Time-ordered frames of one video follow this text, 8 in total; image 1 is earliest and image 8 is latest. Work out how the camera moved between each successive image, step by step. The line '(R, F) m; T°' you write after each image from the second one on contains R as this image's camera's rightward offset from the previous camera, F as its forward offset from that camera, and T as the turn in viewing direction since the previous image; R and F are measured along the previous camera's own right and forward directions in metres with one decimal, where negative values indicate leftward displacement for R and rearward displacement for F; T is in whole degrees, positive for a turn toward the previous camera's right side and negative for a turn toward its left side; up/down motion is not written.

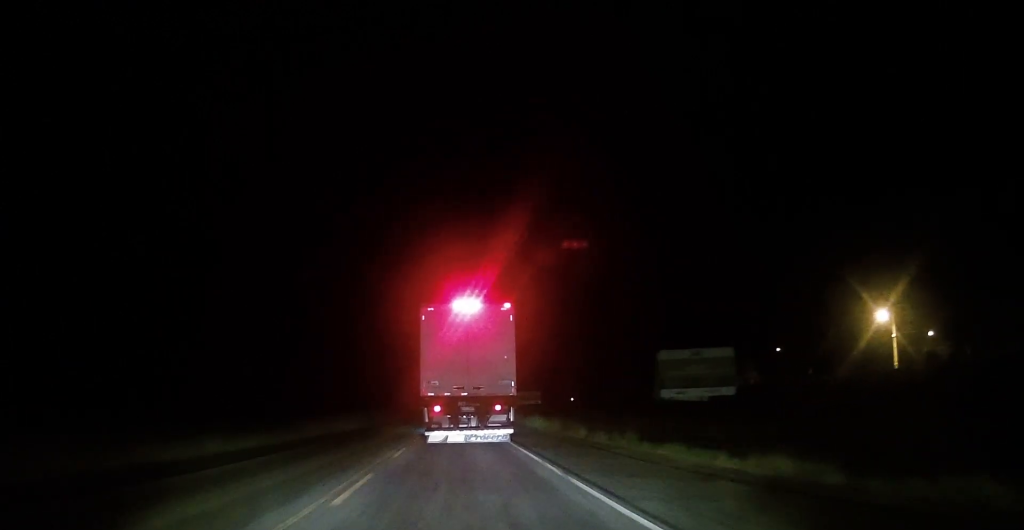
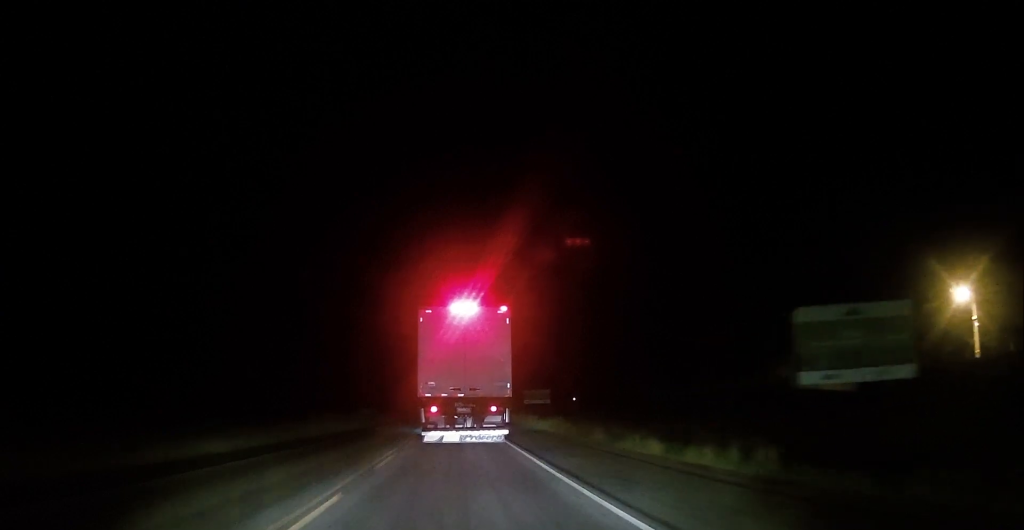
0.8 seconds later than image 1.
(-0.3, +11.0) m; -1°
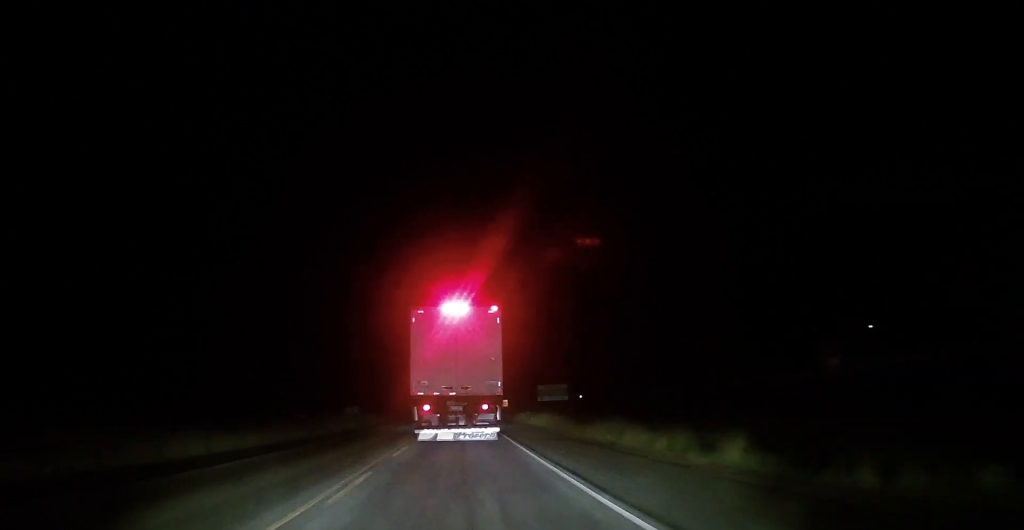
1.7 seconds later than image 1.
(+0.1, +12.9) m; +2°
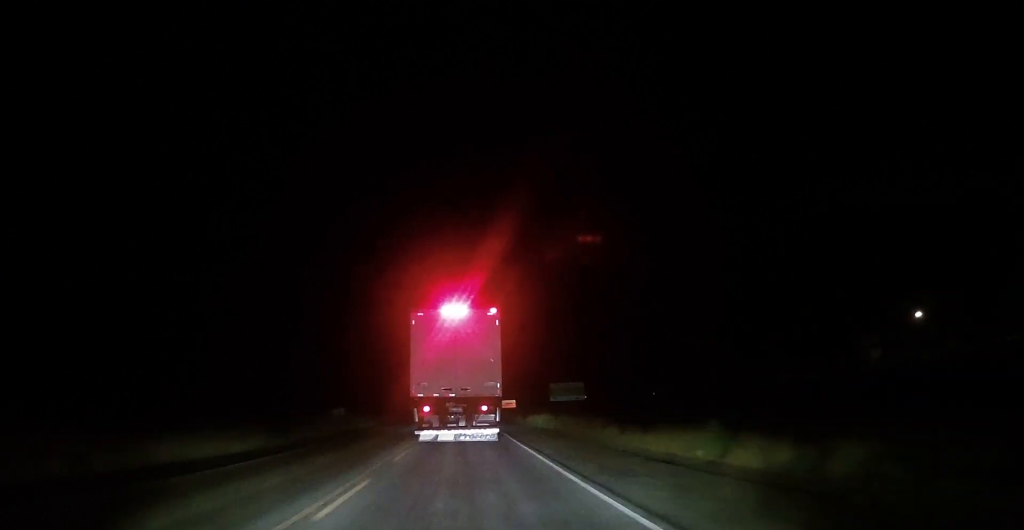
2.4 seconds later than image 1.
(+0.4, +8.9) m; 0°
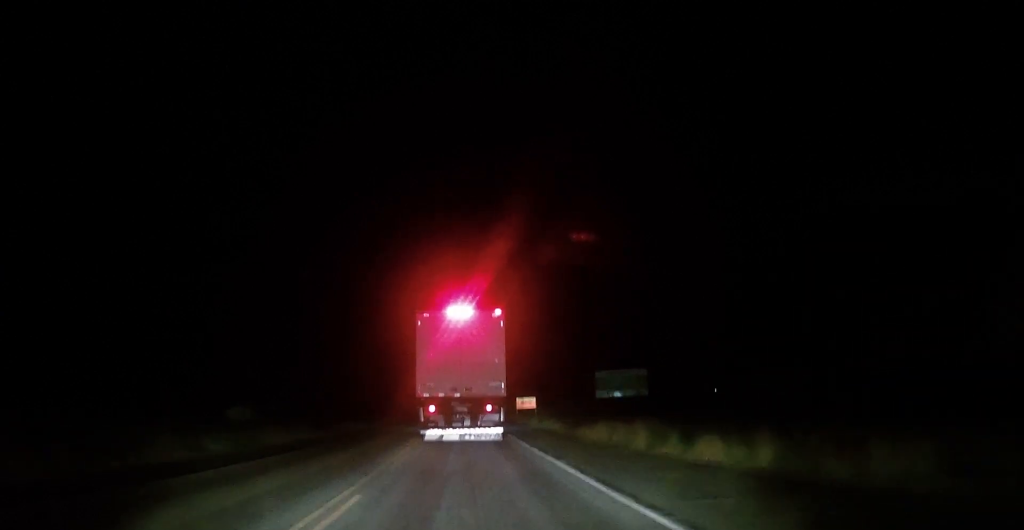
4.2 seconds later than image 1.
(-0.8, +25.8) m; -2°
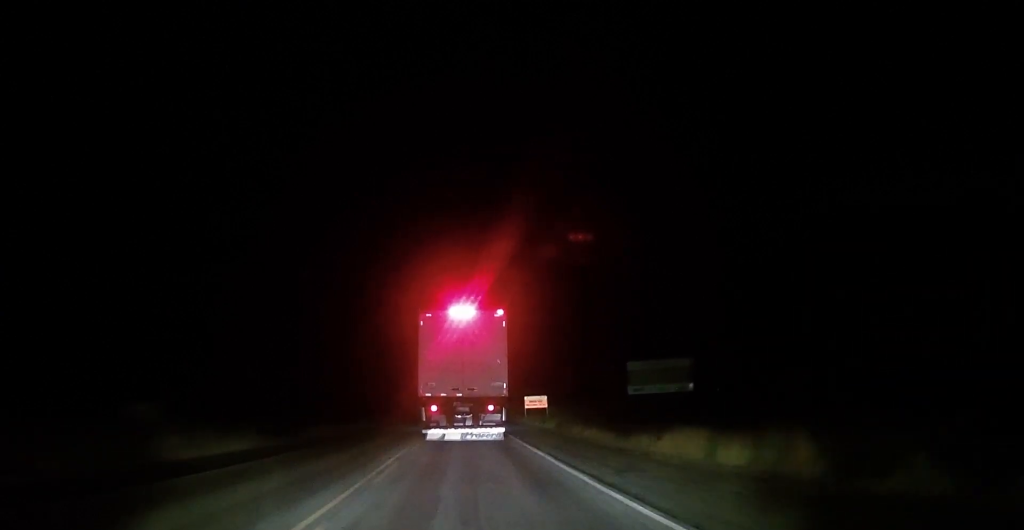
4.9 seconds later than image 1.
(0.0, +10.2) m; 0°
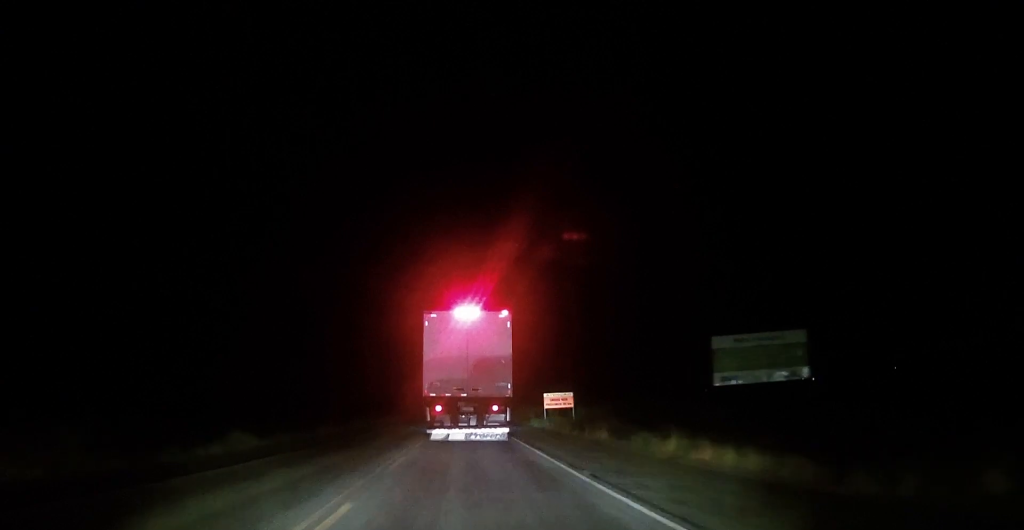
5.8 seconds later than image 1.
(0.0, +14.3) m; +1°
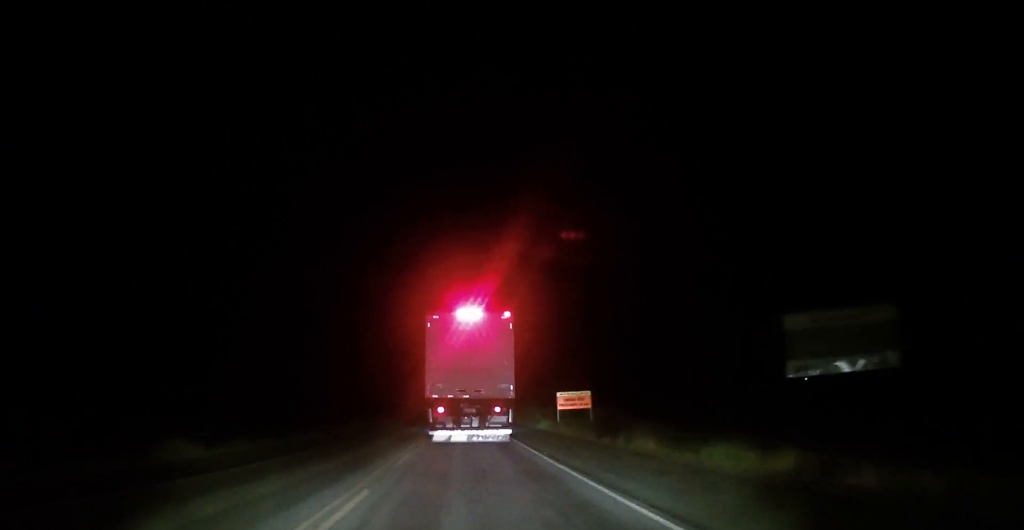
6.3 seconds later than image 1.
(-0.1, +6.4) m; +1°
